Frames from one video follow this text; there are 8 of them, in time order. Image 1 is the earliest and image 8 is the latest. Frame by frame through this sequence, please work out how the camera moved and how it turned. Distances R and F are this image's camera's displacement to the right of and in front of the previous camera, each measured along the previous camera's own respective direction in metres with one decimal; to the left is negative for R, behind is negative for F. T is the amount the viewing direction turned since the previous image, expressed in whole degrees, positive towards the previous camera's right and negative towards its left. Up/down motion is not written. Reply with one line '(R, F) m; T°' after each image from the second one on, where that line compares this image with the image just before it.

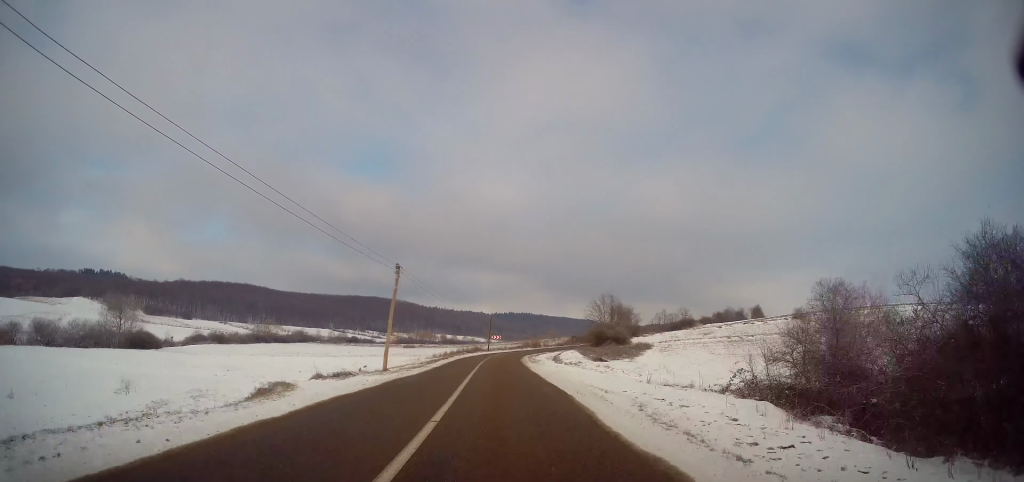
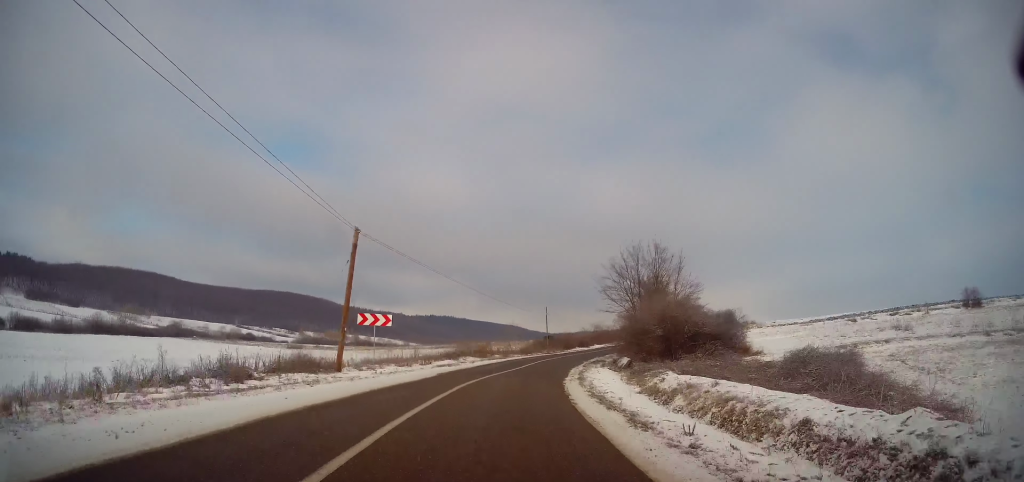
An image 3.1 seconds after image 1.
(+1.8, +63.9) m; +8°
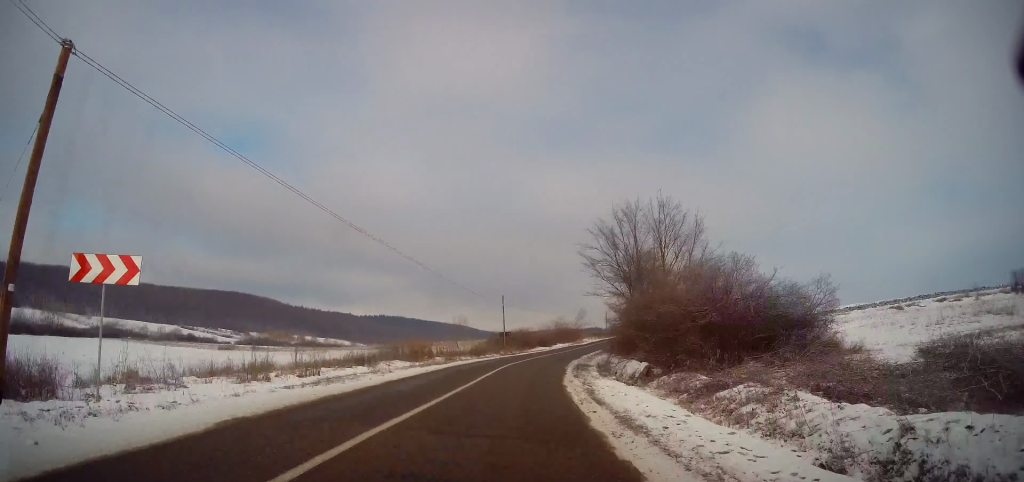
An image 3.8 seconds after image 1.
(+0.8, +15.5) m; +5°
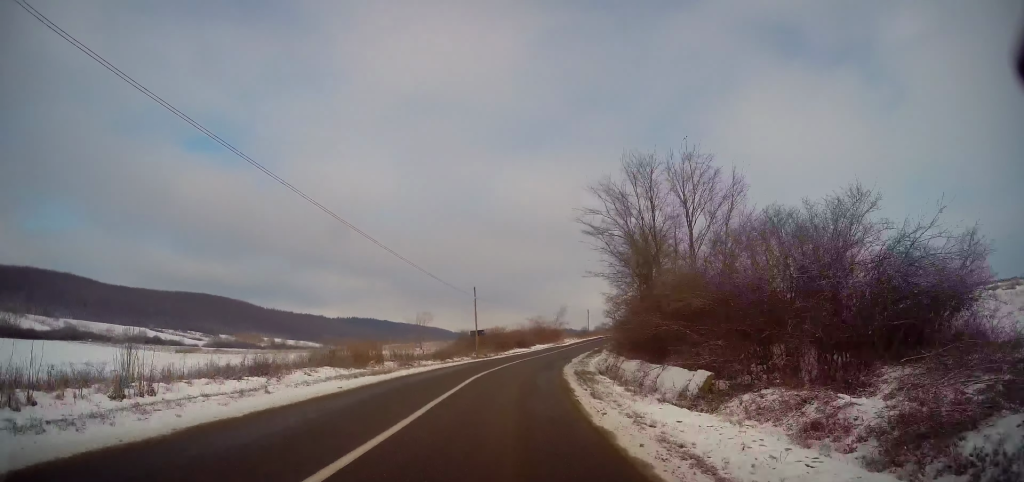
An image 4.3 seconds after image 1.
(+0.3, +9.9) m; +3°
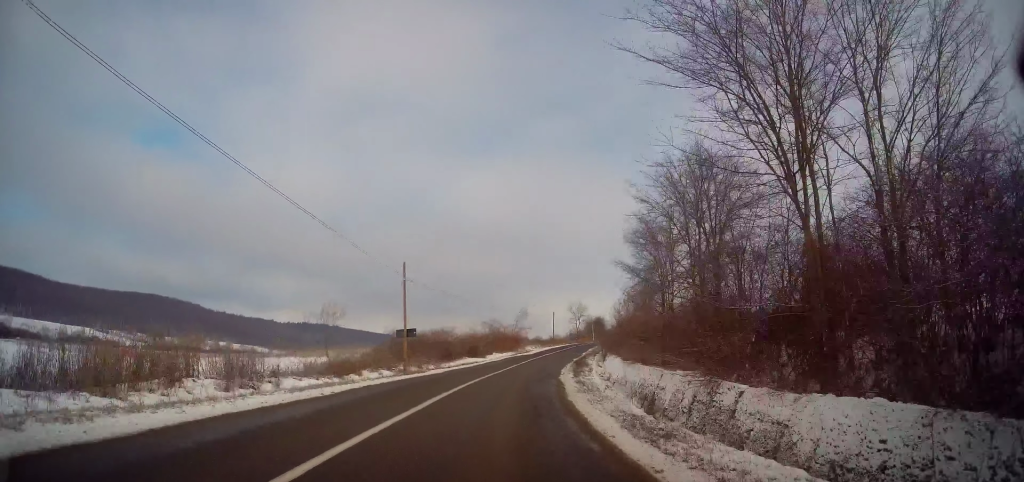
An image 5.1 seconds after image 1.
(+0.6, +17.2) m; +4°
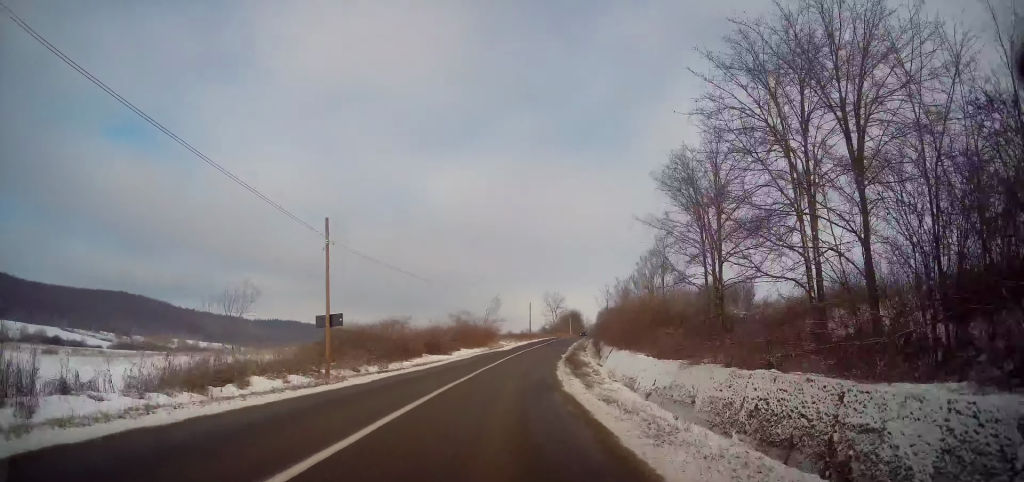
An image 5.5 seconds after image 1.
(+0.1, +10.1) m; +2°
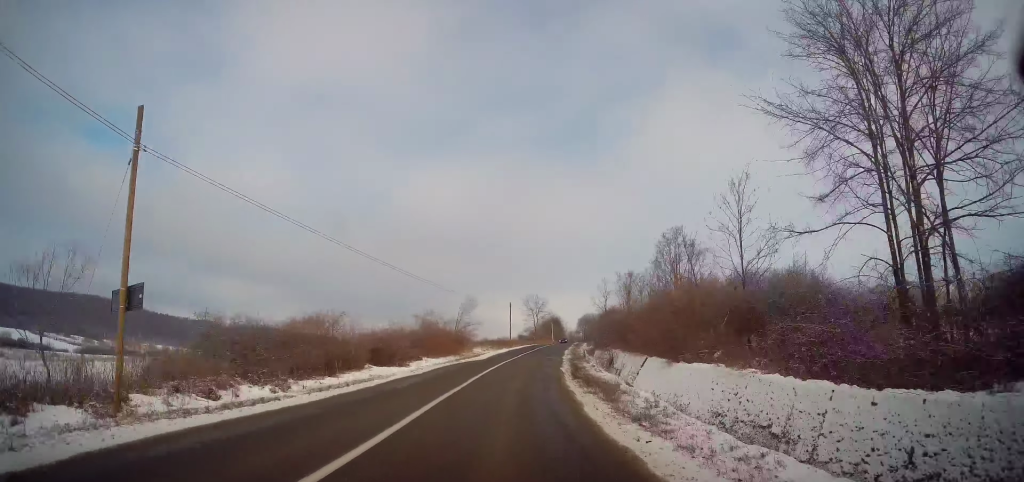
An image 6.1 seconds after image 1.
(+0.3, +11.6) m; +3°
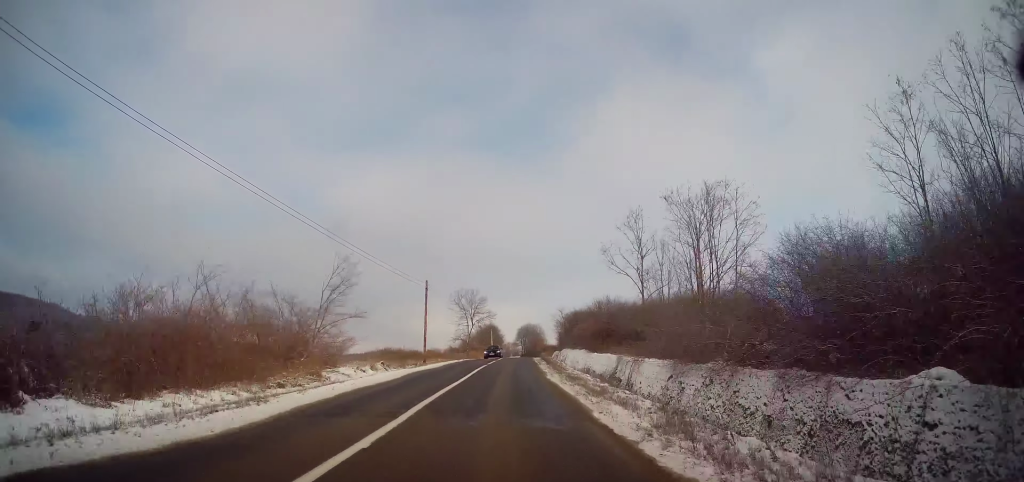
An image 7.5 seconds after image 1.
(+2.4, +30.6) m; +7°
